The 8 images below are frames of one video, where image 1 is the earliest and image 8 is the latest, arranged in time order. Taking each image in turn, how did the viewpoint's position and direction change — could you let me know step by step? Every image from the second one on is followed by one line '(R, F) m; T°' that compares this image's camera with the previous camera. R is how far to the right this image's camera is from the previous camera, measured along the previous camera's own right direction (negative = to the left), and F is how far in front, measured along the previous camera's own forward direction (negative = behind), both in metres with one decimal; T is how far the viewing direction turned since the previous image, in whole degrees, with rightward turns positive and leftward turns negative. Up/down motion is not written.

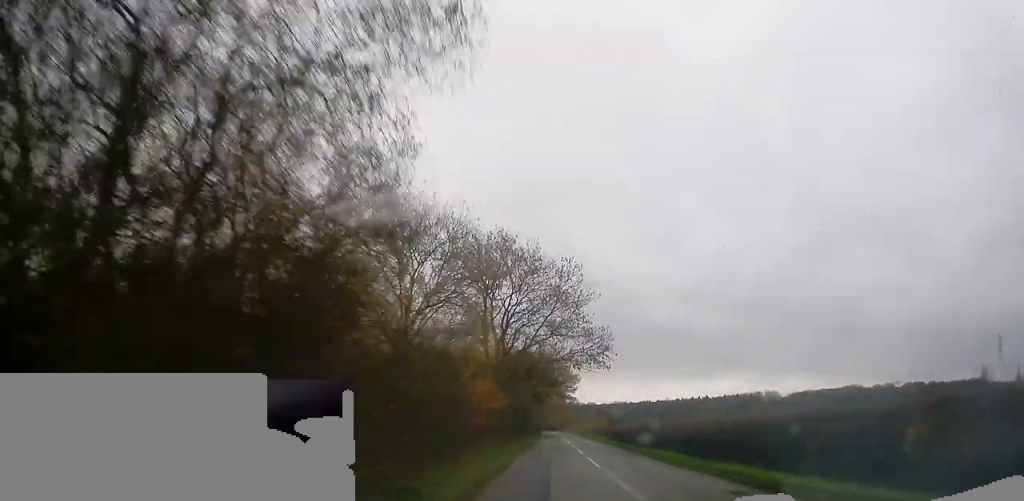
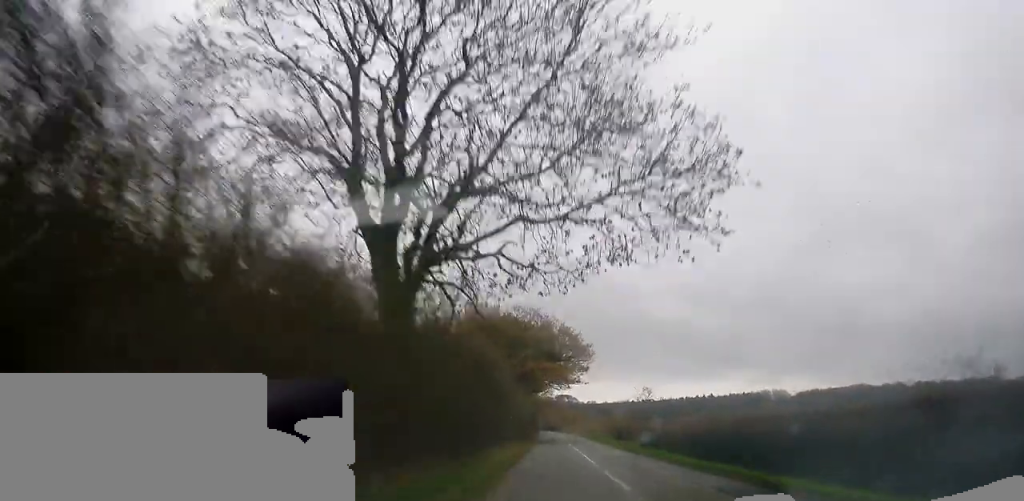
(+0.1, +27.3) m; +1°
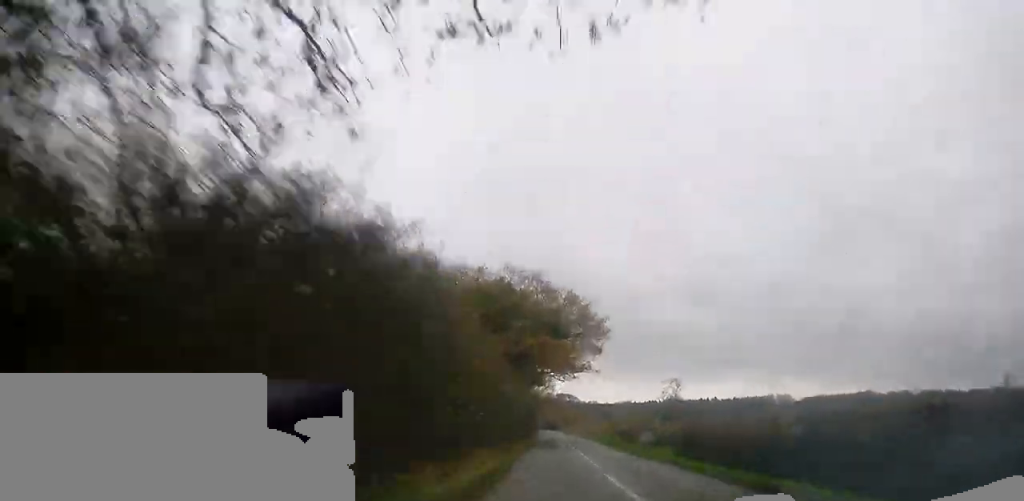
(+0.1, +11.4) m; 0°
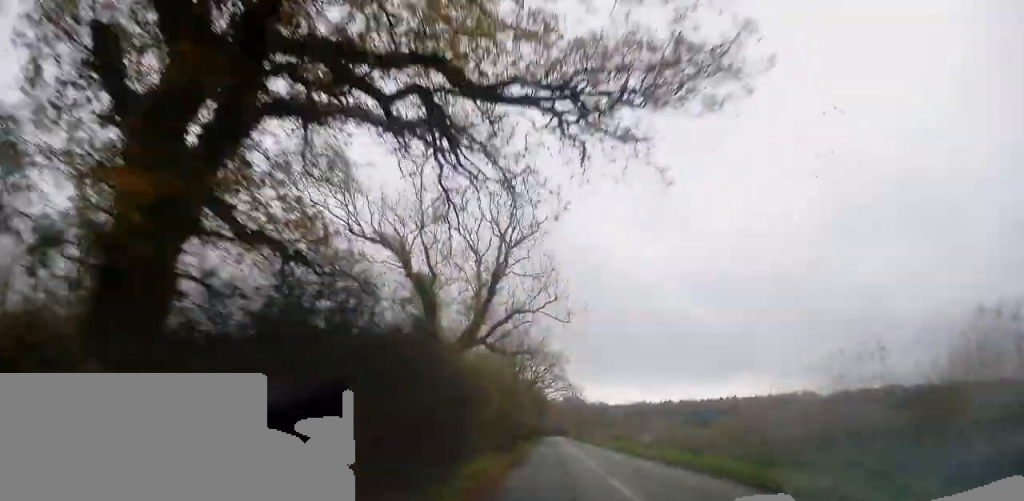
(+0.1, +46.7) m; 0°
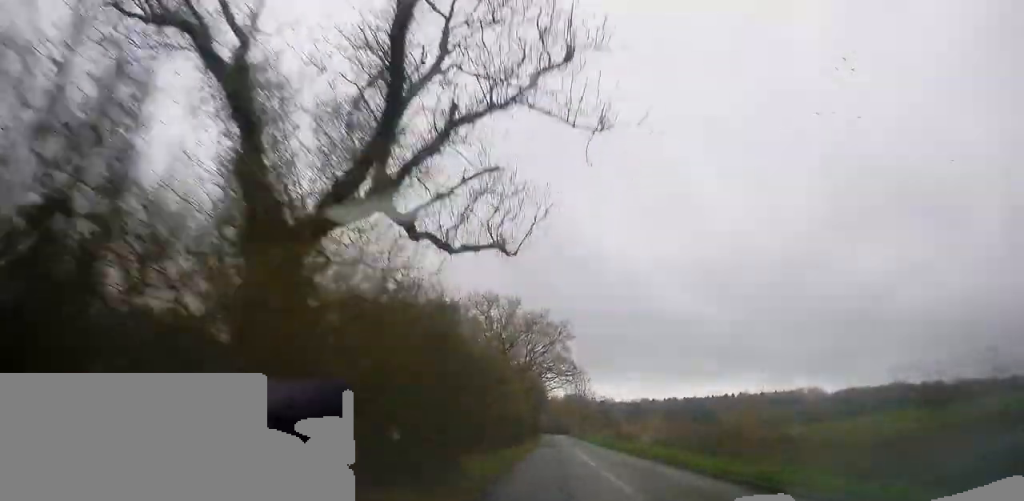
(-0.3, +15.4) m; 0°
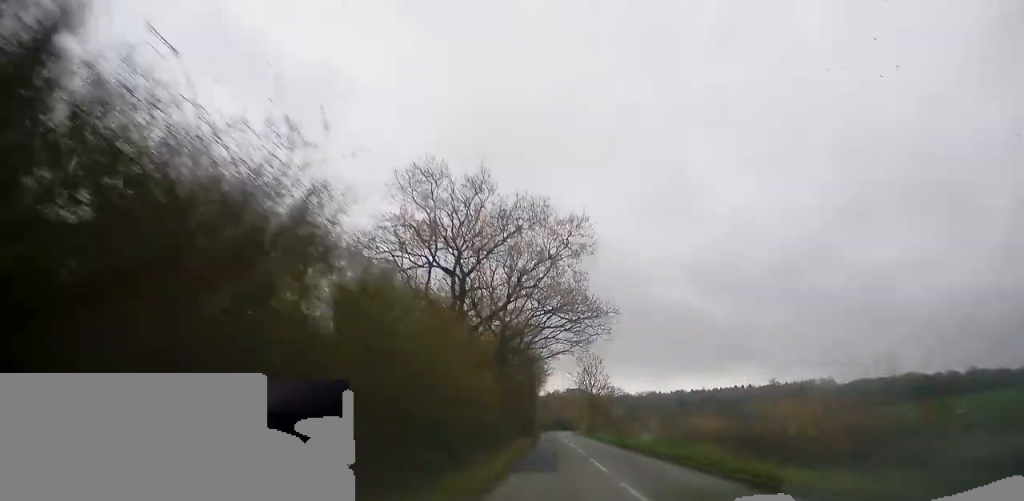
(+0.2, +23.0) m; 0°
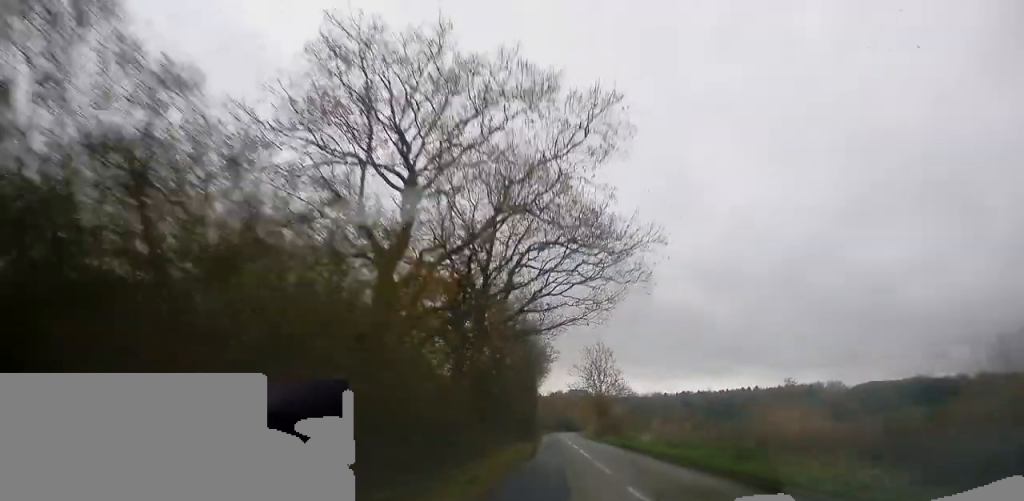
(0.0, +9.9) m; 0°
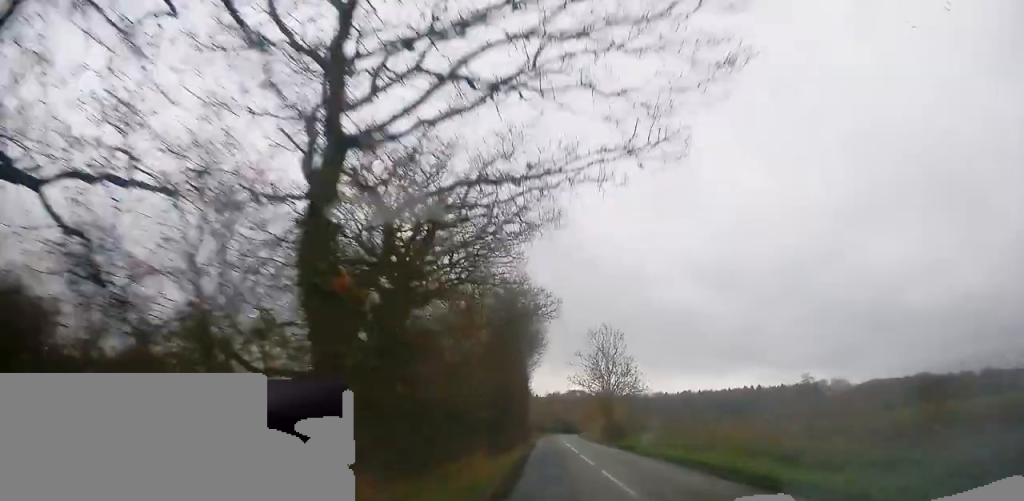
(0.0, +14.0) m; 0°
